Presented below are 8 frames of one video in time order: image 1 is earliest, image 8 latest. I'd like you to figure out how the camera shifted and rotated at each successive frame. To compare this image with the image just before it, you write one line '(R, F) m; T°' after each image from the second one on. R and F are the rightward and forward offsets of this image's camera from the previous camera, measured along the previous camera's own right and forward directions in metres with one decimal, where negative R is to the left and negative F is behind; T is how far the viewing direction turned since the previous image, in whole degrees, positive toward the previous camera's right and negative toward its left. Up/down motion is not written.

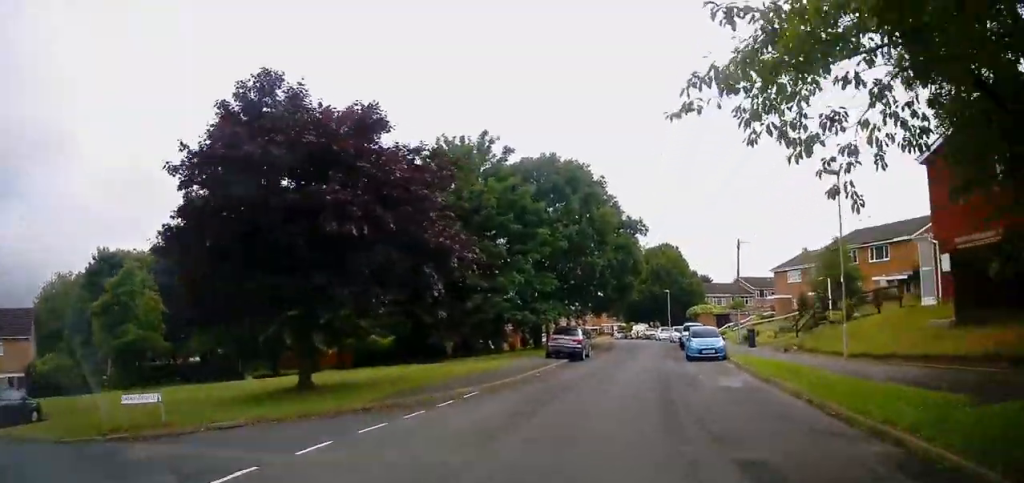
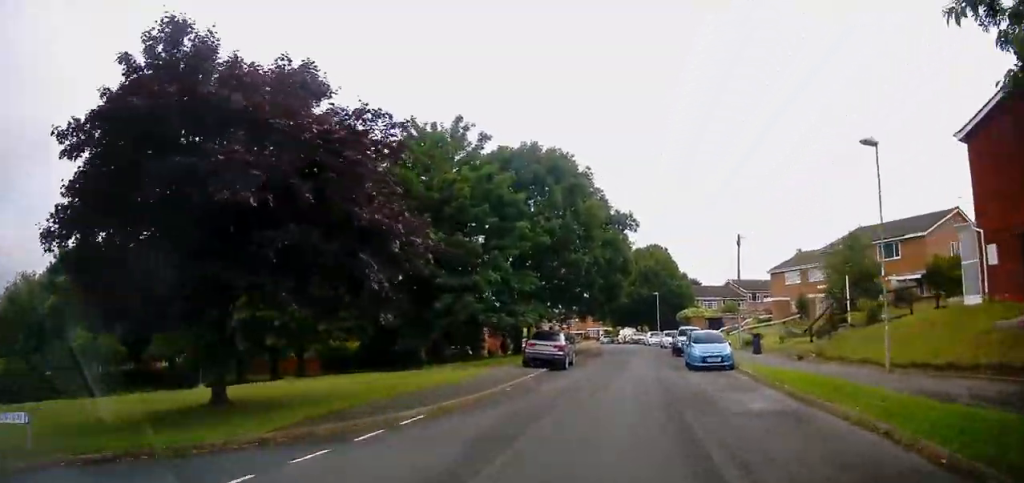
(0.0, +3.8) m; +2°
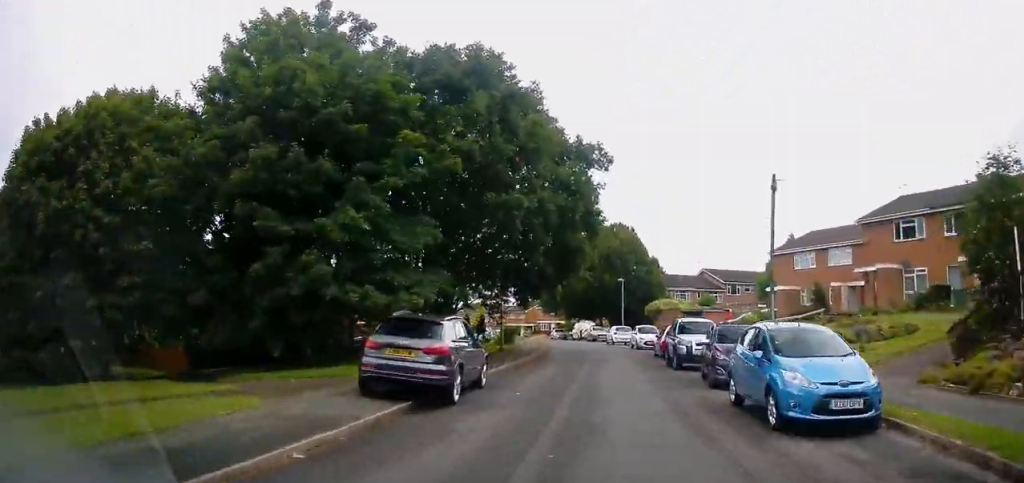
(+1.3, +14.3) m; +6°
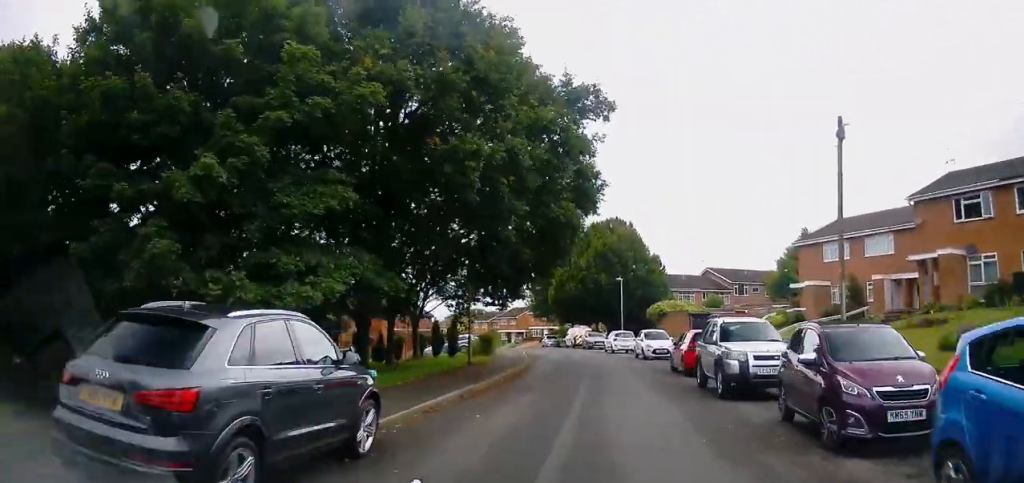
(0.0, +6.7) m; -1°
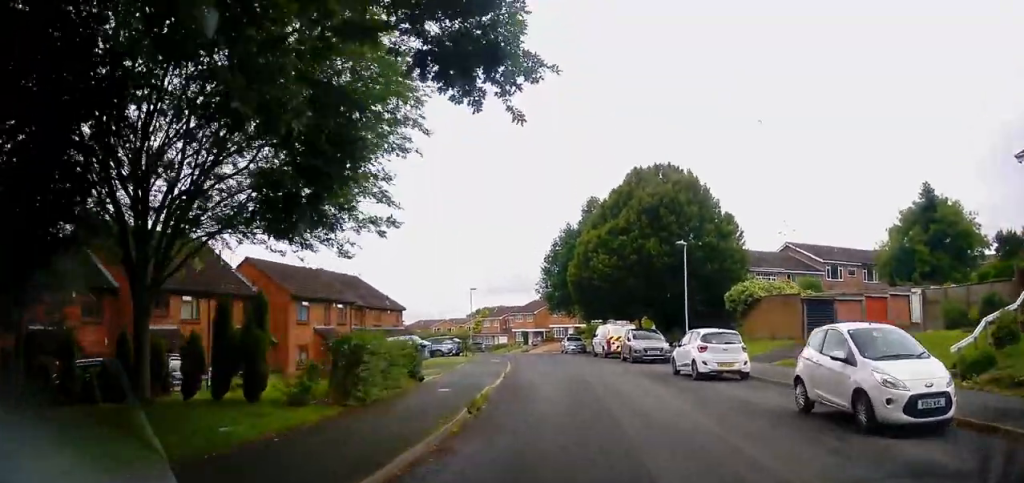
(-0.5, +22.5) m; 0°
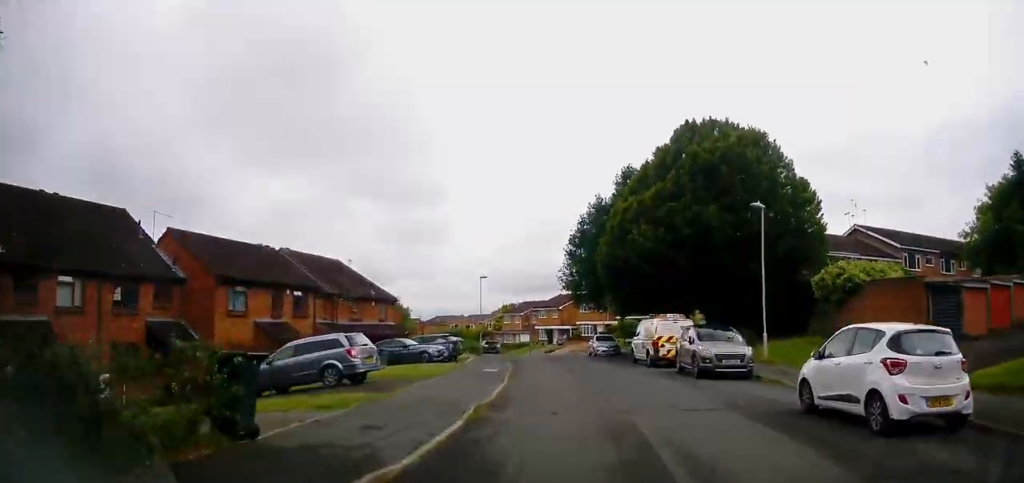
(0.0, +9.8) m; -3°
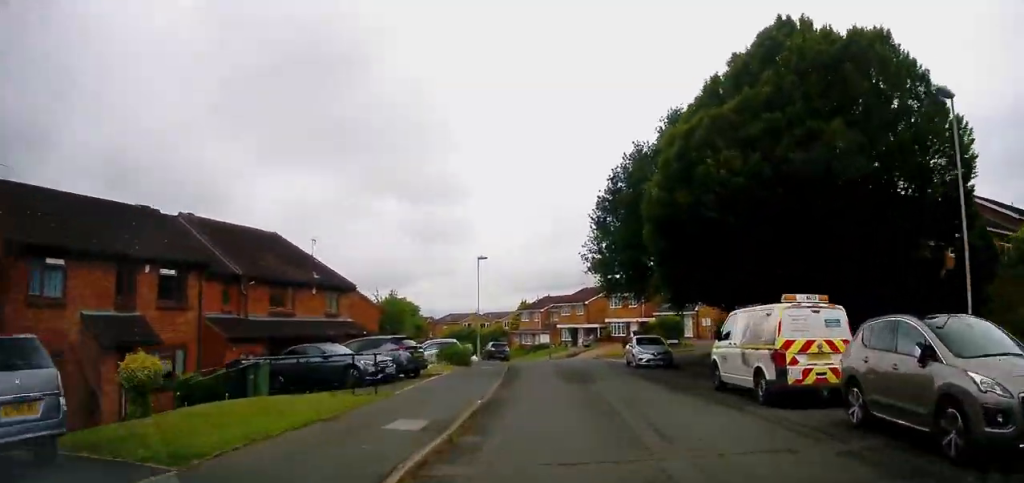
(-0.7, +12.3) m; -3°
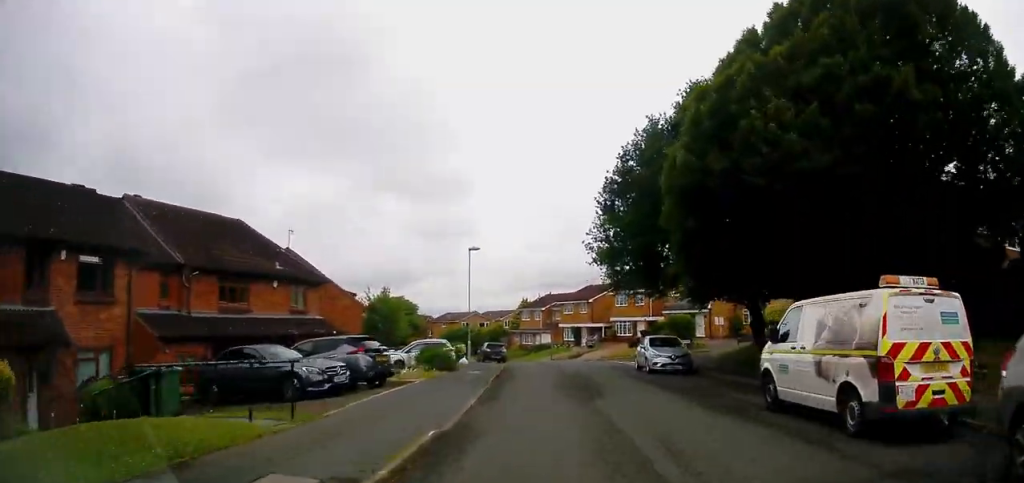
(0.0, +4.0) m; -1°
